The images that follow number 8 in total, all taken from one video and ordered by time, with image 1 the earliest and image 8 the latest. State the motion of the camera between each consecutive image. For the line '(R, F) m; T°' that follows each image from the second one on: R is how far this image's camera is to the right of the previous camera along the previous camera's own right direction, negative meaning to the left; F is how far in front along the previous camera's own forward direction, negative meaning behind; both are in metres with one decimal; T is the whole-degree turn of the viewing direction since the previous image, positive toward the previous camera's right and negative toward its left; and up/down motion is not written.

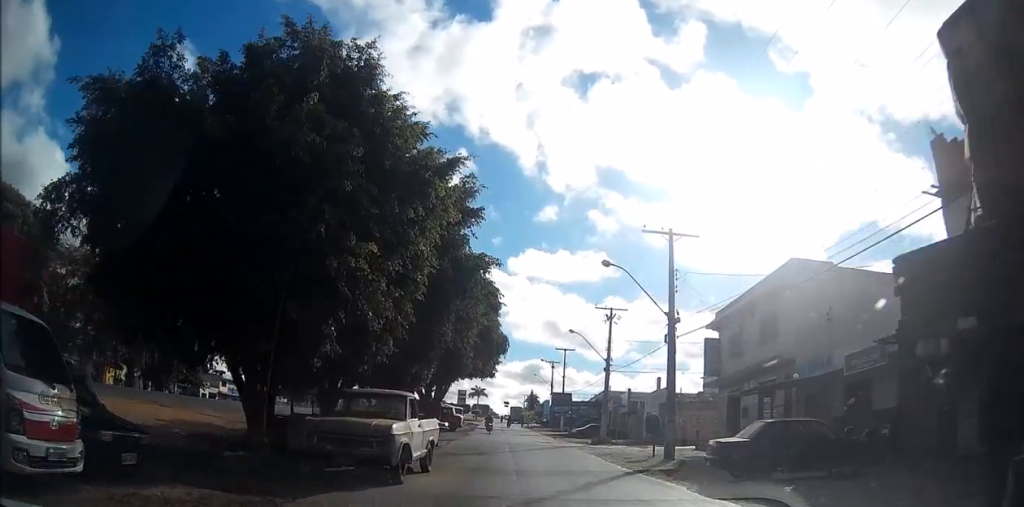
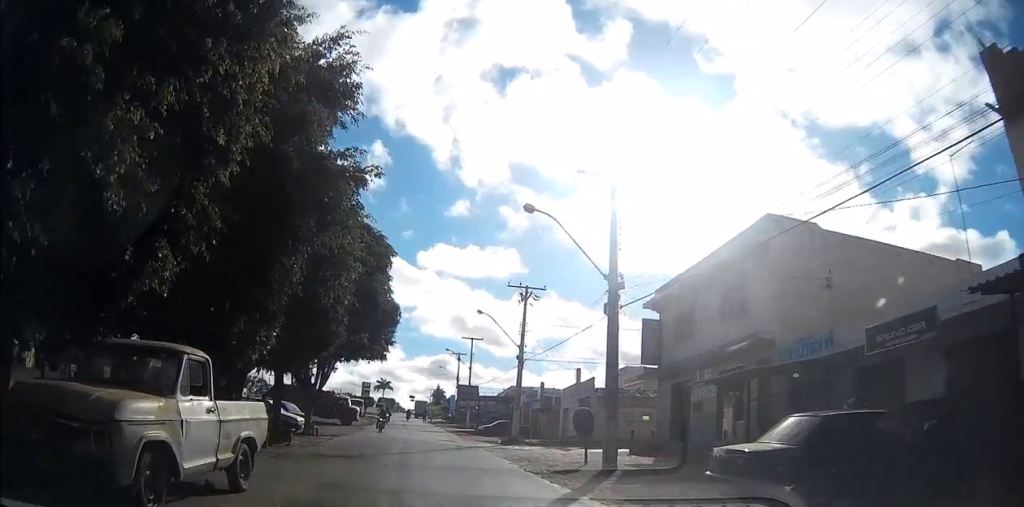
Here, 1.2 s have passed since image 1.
(+0.4, +5.5) m; +6°
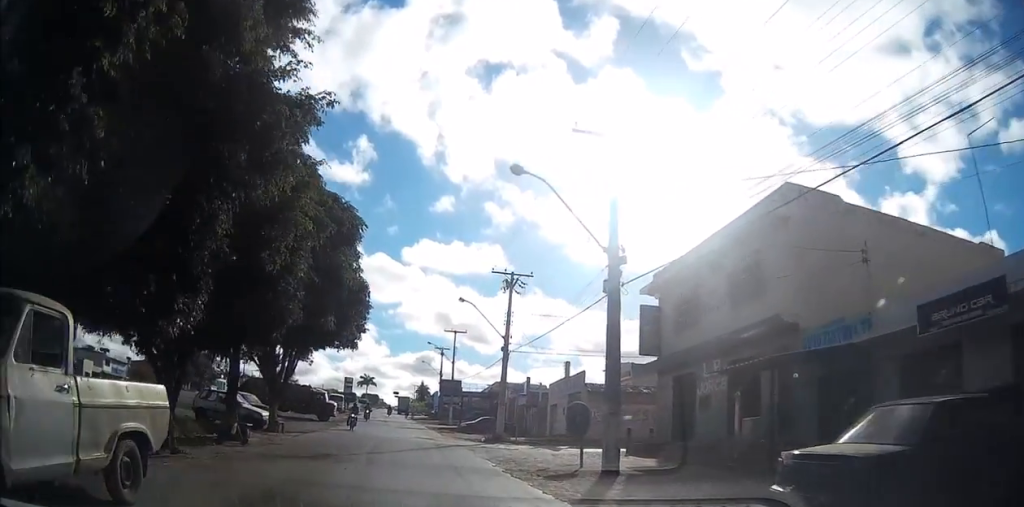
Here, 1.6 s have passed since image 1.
(0.0, +2.3) m; 0°
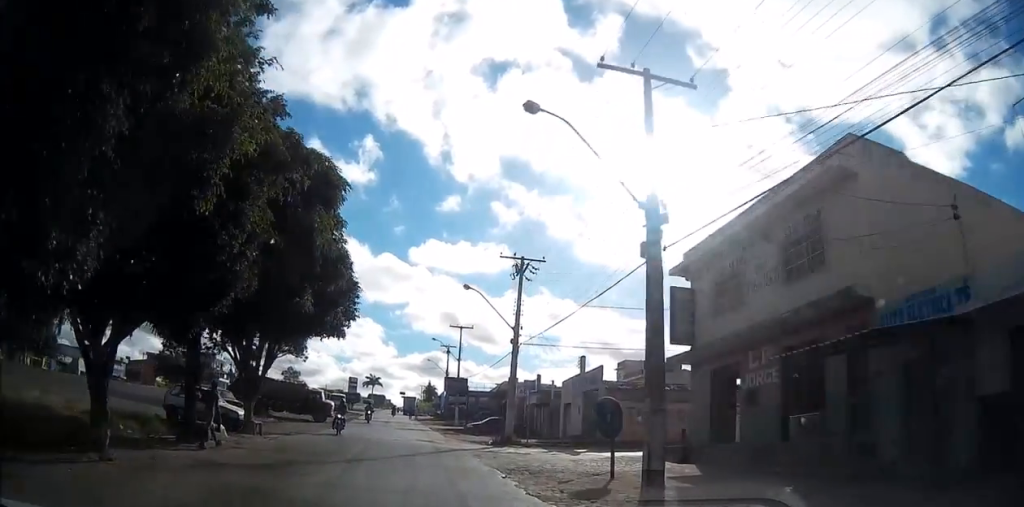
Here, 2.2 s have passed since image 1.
(0.0, +2.9) m; 0°
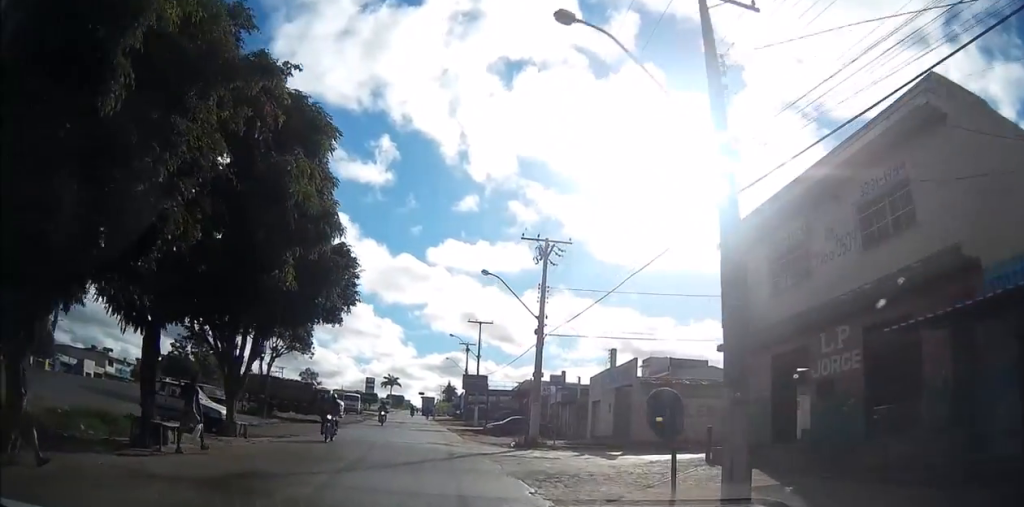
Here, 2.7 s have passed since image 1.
(0.0, +2.9) m; 0°
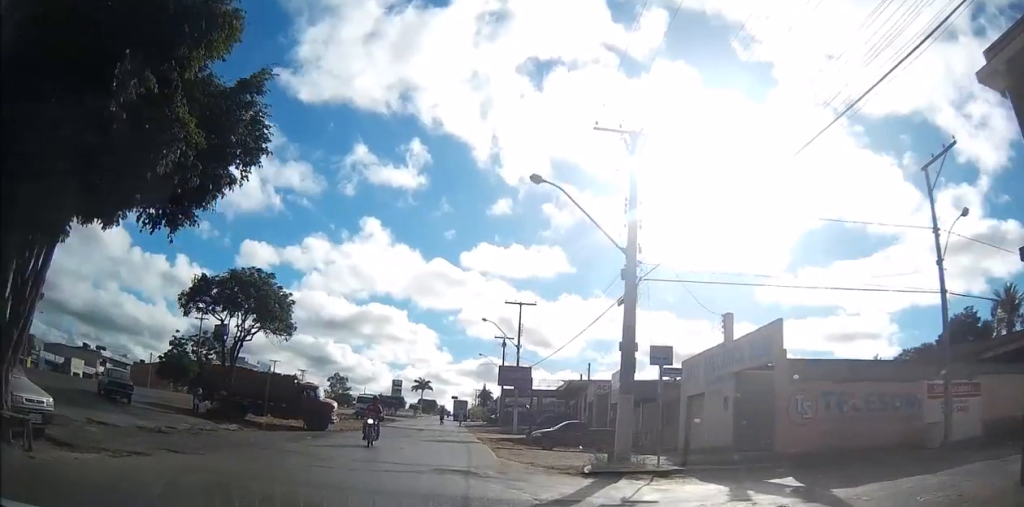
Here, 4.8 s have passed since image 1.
(-0.3, +11.6) m; -4°
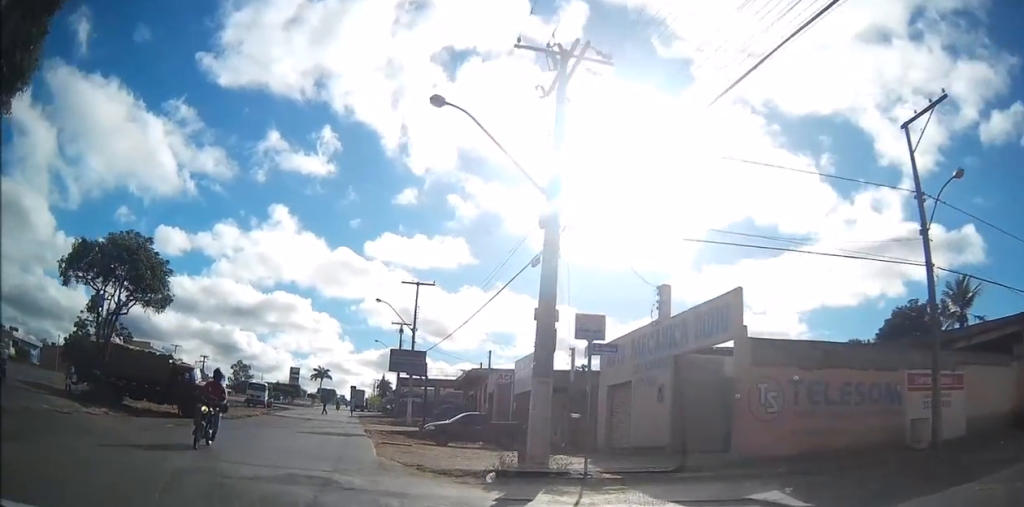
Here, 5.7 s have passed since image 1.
(-0.1, +5.2) m; +3°
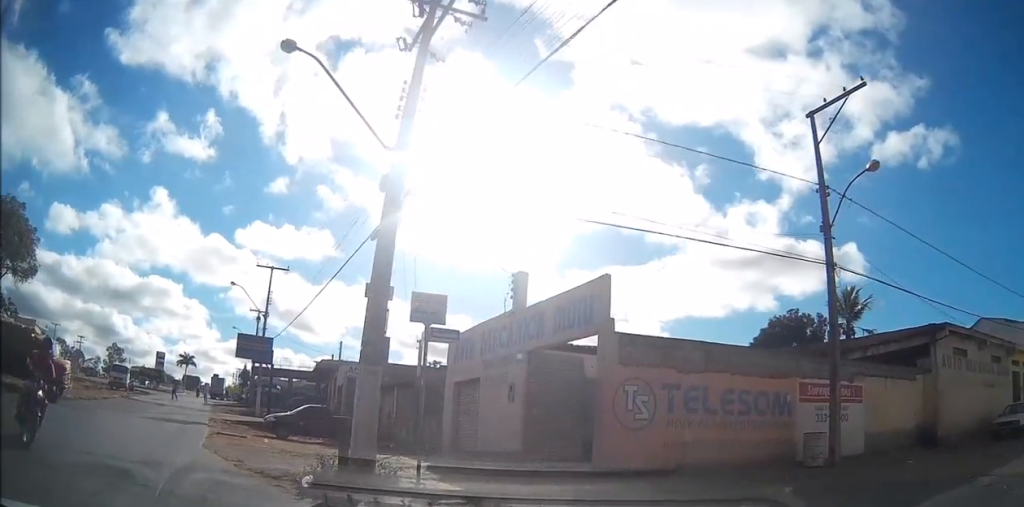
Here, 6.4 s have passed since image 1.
(+0.1, +3.1) m; +10°
